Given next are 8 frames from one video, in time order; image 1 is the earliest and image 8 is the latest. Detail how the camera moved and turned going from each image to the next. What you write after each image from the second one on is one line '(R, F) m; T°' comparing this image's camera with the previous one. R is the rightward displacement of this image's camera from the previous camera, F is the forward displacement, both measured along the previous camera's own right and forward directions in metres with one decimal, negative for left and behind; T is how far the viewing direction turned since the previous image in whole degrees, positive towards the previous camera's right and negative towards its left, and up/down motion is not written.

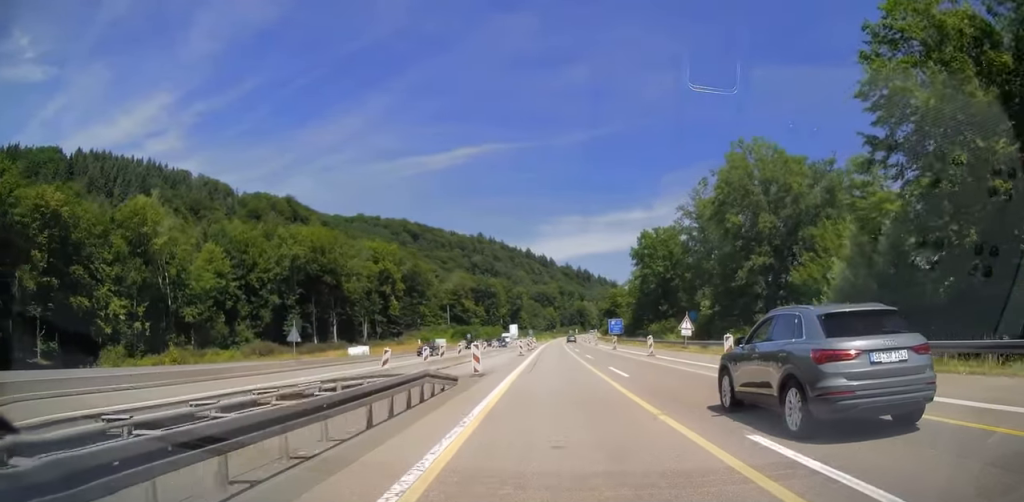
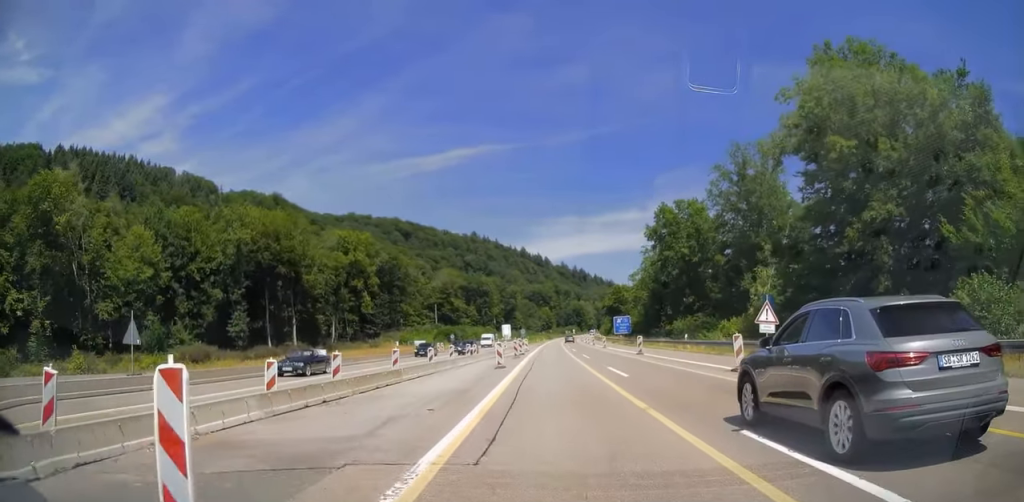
(+0.1, +17.8) m; 0°
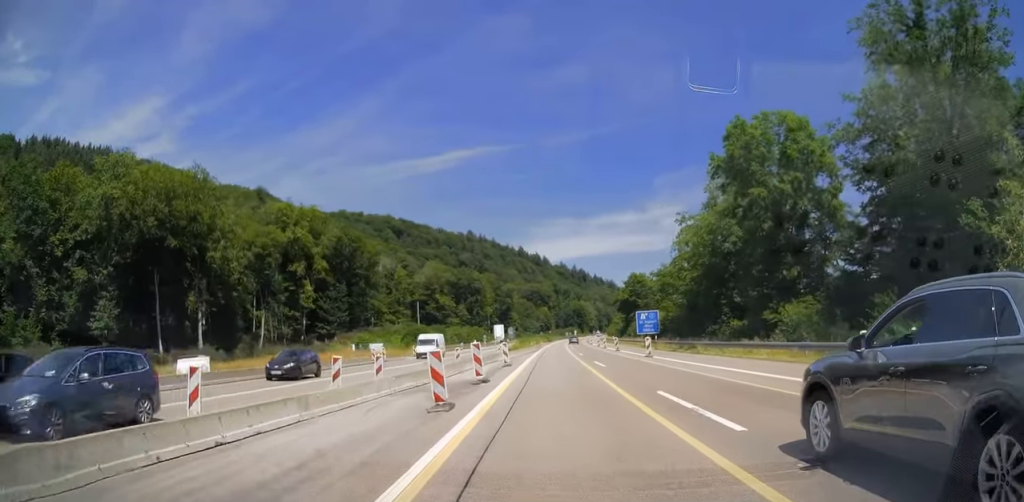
(+0.1, +29.3) m; +1°
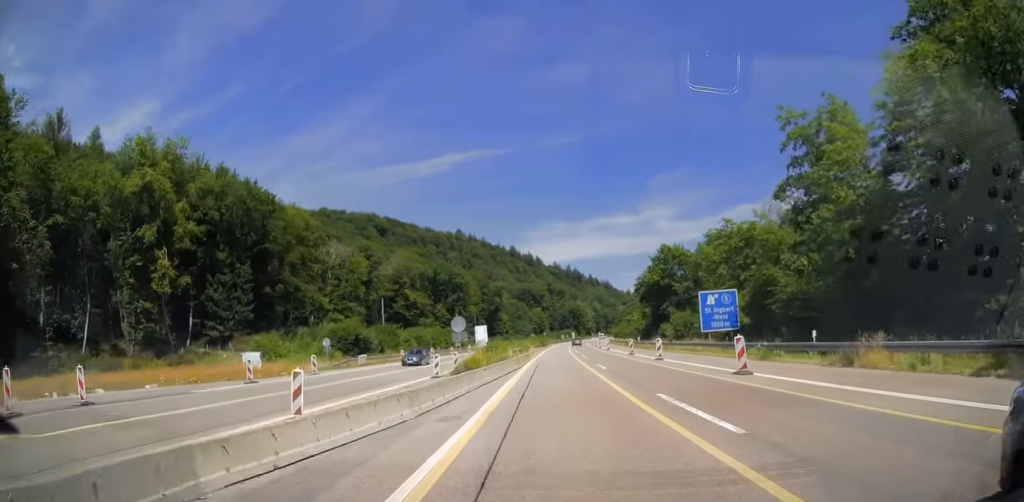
(+0.3, +36.4) m; 0°
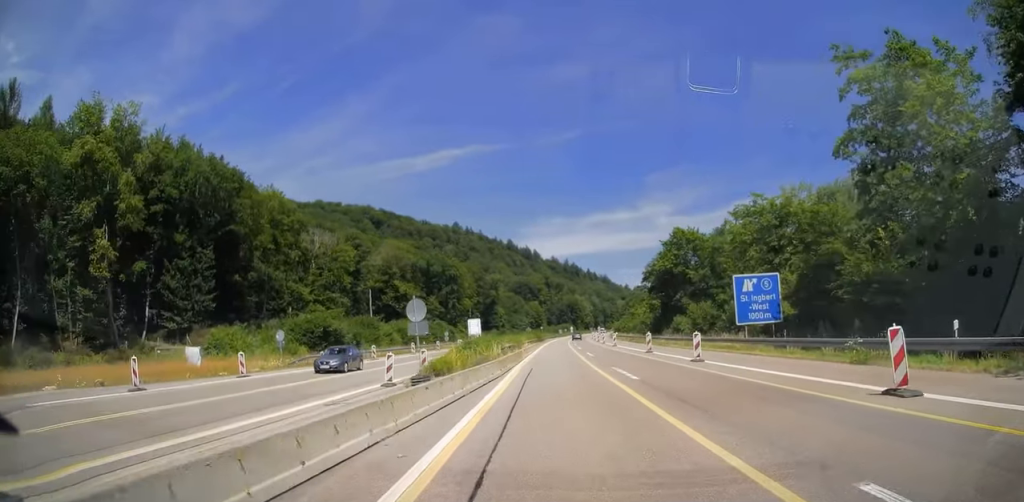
(0.0, +9.2) m; 0°
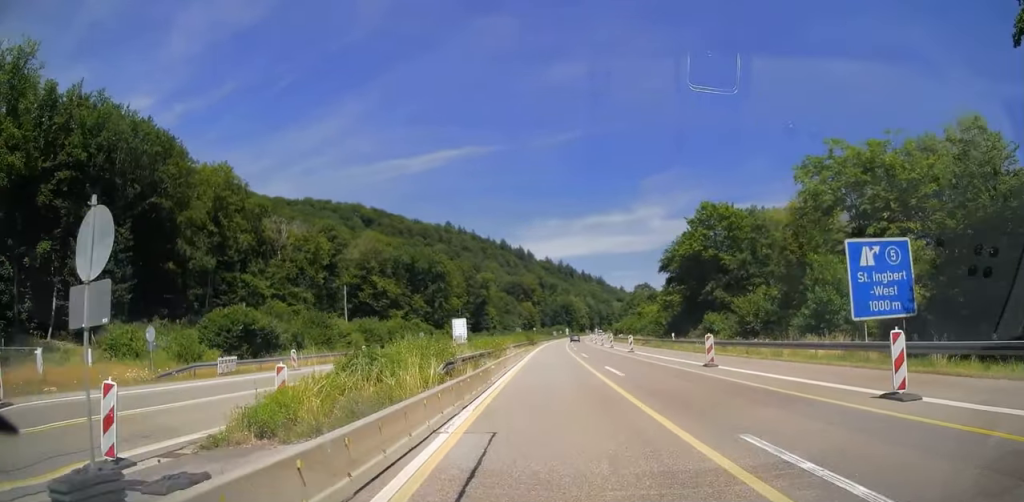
(0.0, +15.4) m; 0°
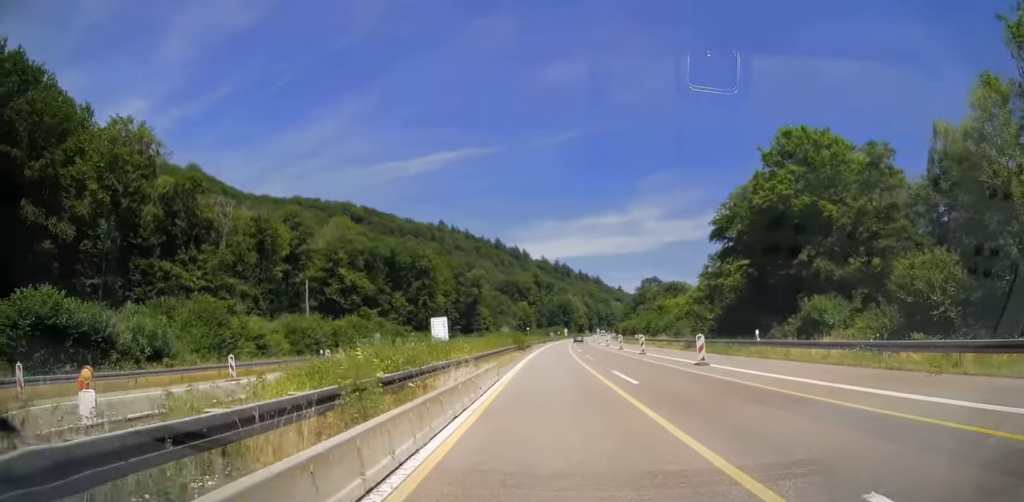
(+0.1, +21.2) m; 0°
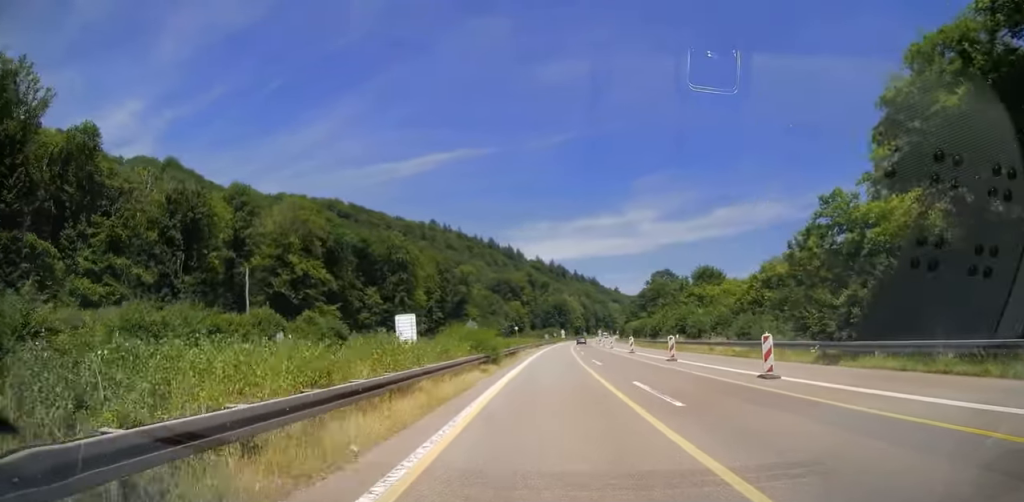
(+0.1, +23.5) m; +1°
